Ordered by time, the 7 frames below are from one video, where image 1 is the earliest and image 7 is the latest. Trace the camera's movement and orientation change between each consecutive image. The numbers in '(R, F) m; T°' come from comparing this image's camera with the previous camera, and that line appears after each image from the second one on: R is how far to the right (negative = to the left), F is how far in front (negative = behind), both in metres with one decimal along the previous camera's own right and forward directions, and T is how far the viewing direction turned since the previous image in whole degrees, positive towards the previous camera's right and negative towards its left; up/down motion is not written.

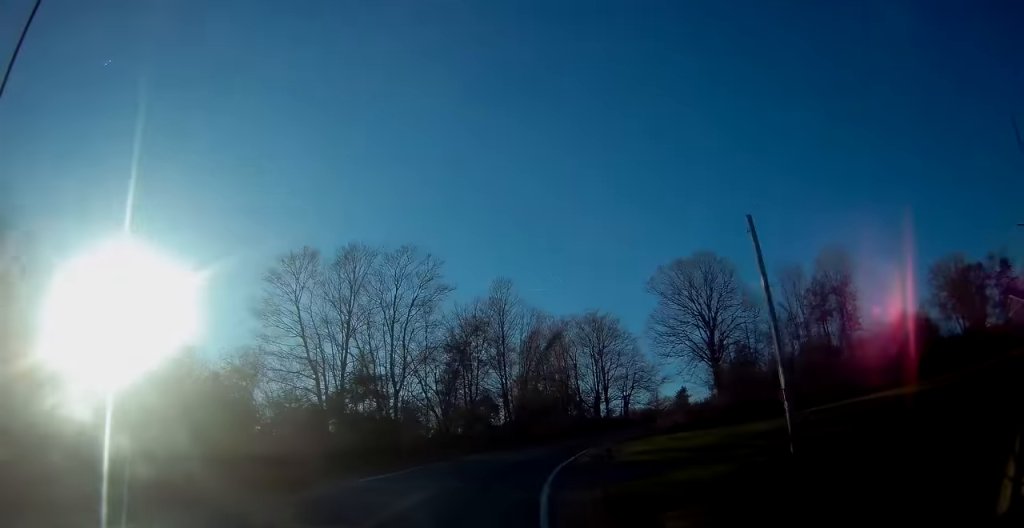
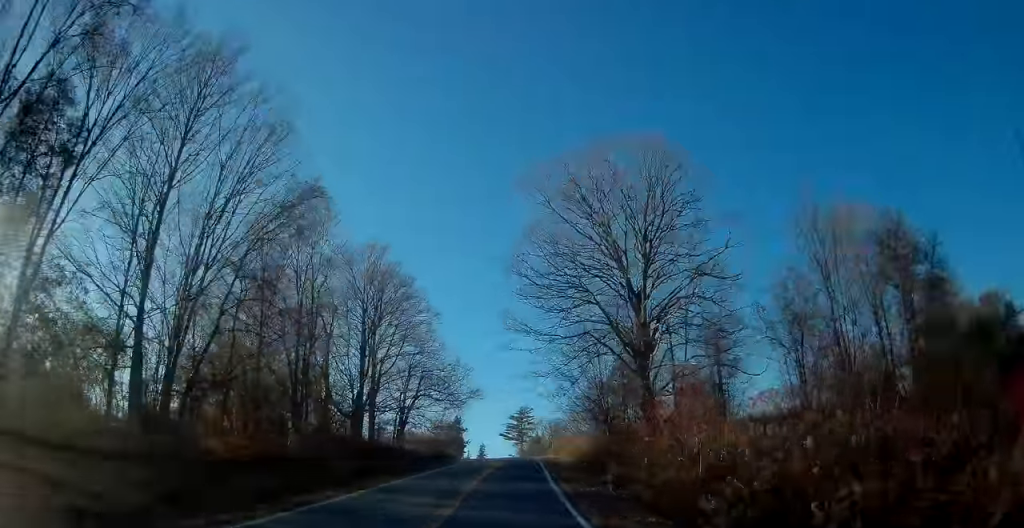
(+9.3, +38.7) m; +24°
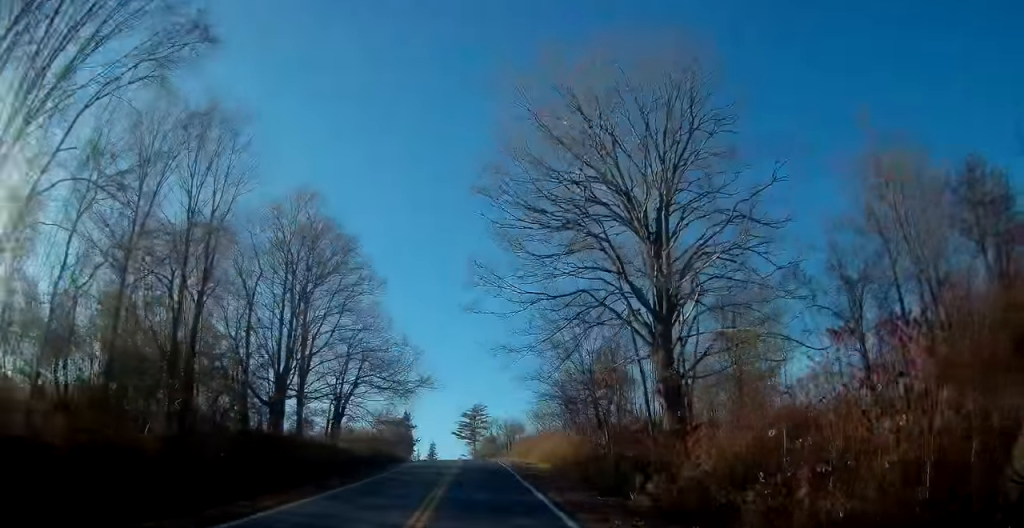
(+0.3, +10.0) m; +4°
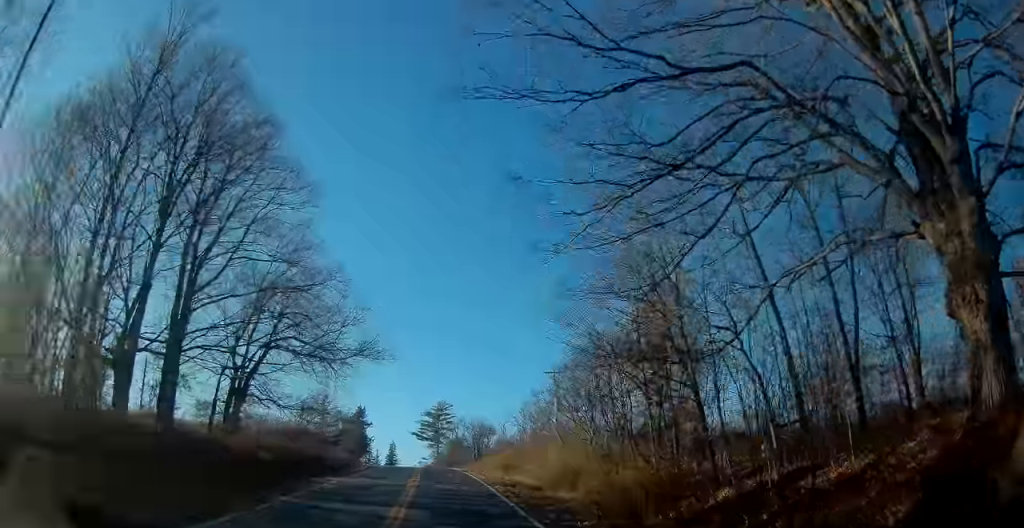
(+0.9, +17.1) m; +3°
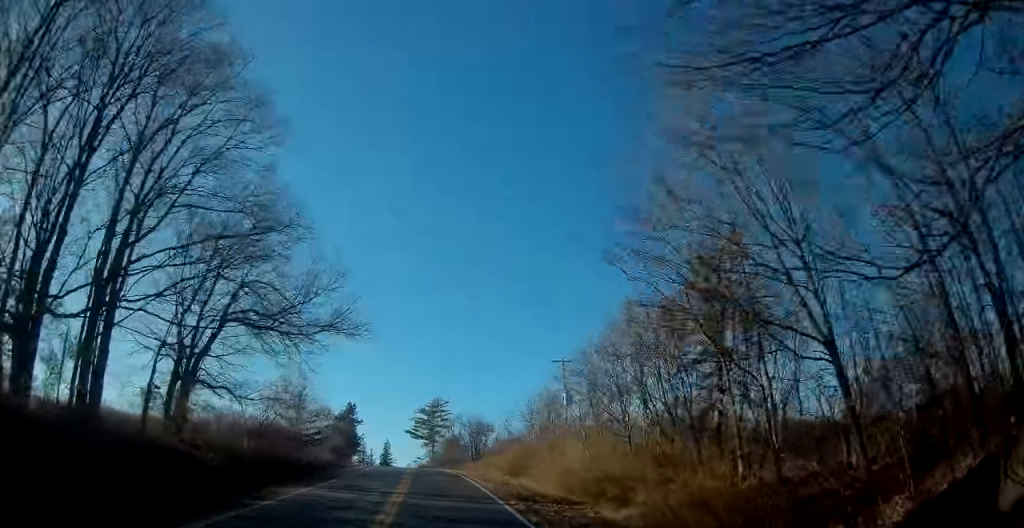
(0.0, +6.7) m; 0°
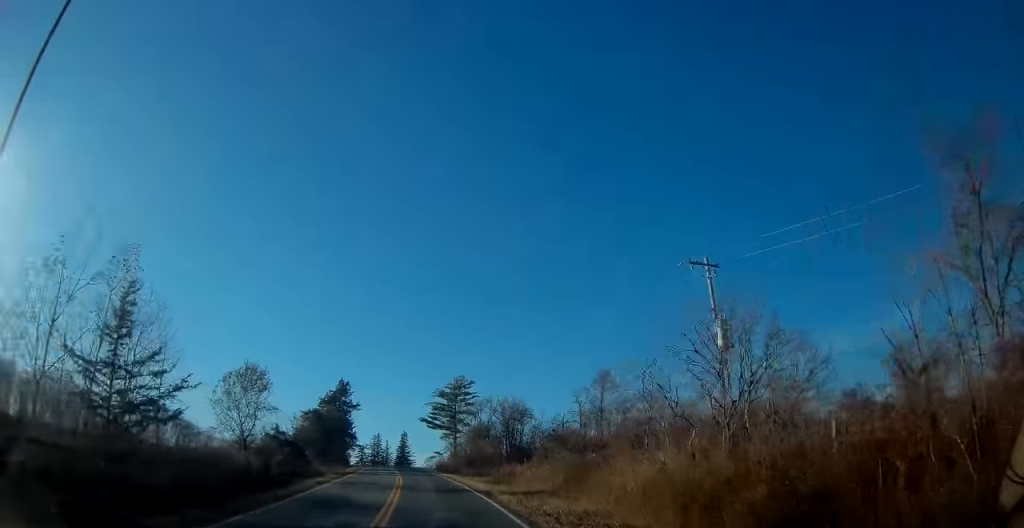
(-0.3, +27.2) m; -2°
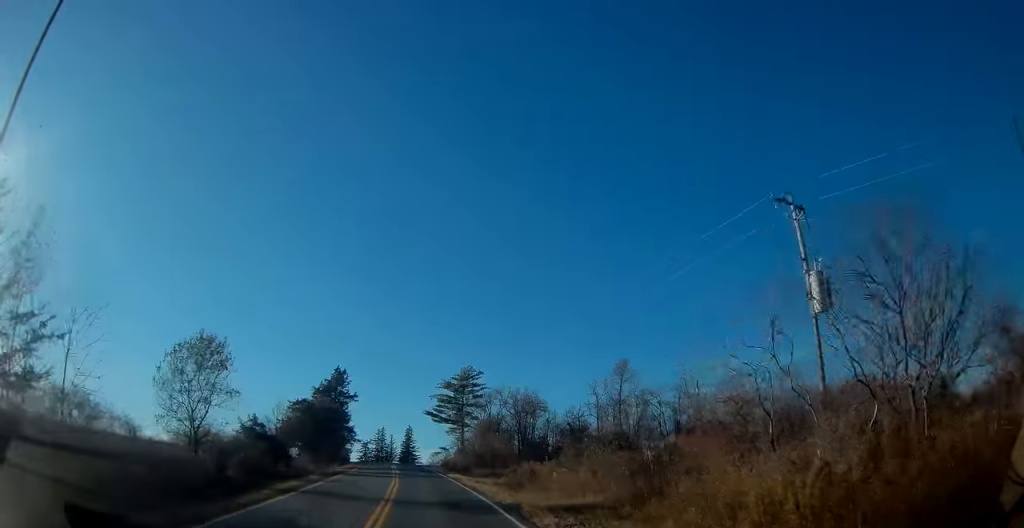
(-0.1, +7.2) m; -1°
